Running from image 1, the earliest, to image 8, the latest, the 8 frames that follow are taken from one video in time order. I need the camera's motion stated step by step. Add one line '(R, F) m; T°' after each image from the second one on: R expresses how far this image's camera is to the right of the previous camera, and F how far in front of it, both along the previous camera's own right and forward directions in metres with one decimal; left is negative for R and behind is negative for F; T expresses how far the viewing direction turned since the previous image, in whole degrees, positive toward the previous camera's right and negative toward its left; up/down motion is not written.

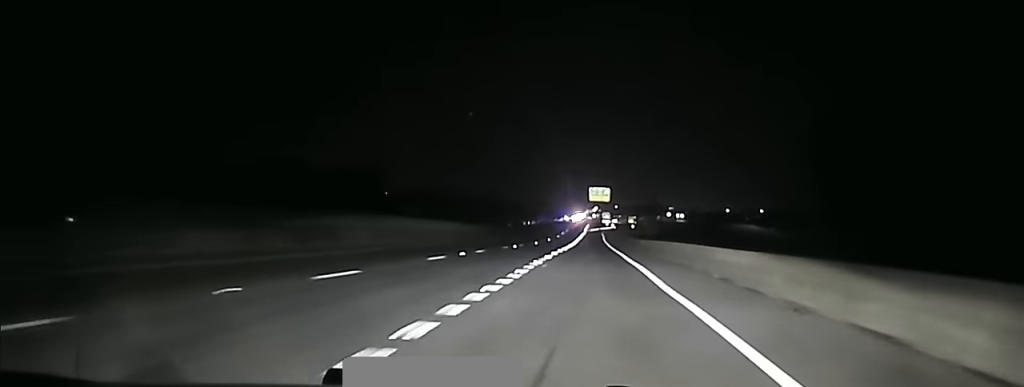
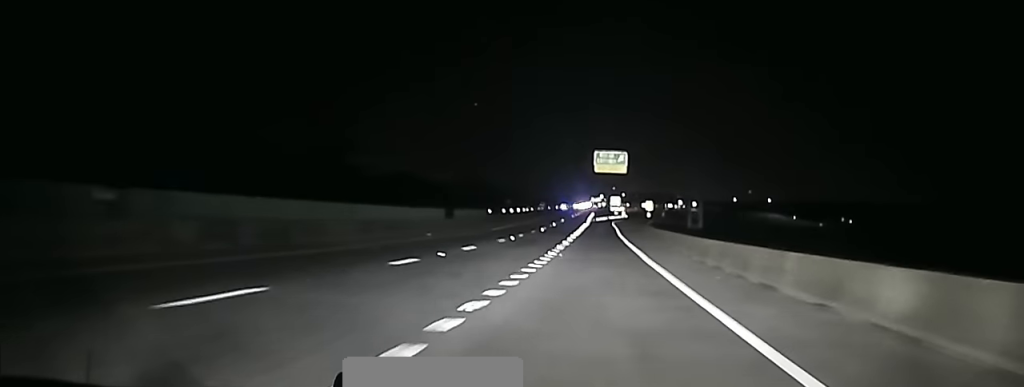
(+0.1, +60.4) m; 0°
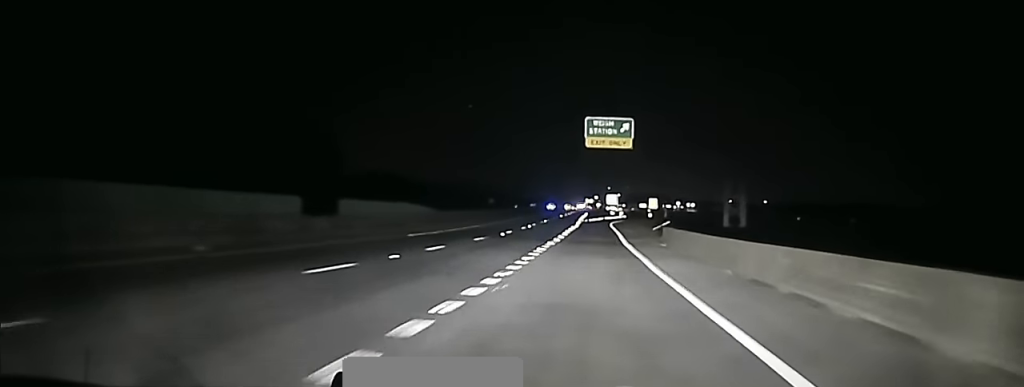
(-0.1, +28.4) m; -1°
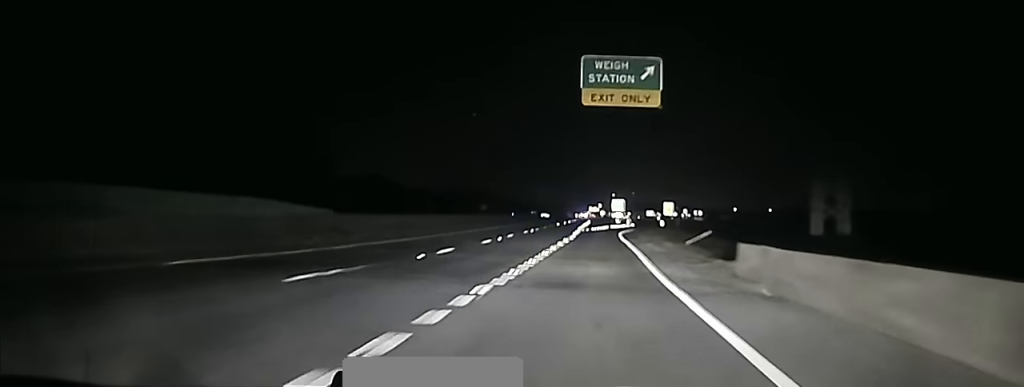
(-0.3, +24.9) m; 0°
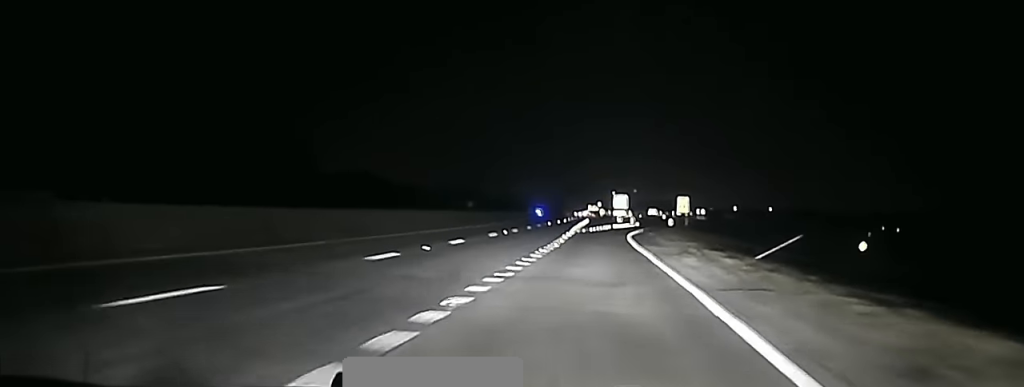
(+0.3, +20.5) m; +1°
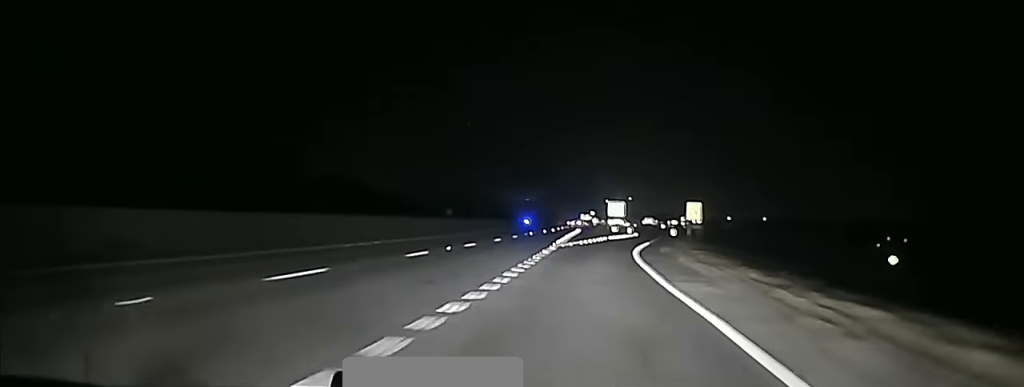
(+0.1, +18.3) m; +1°
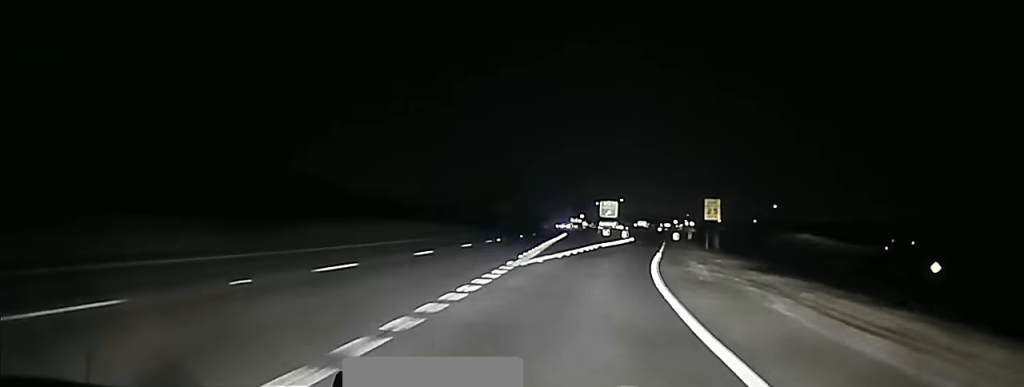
(-0.1, +19.1) m; +1°
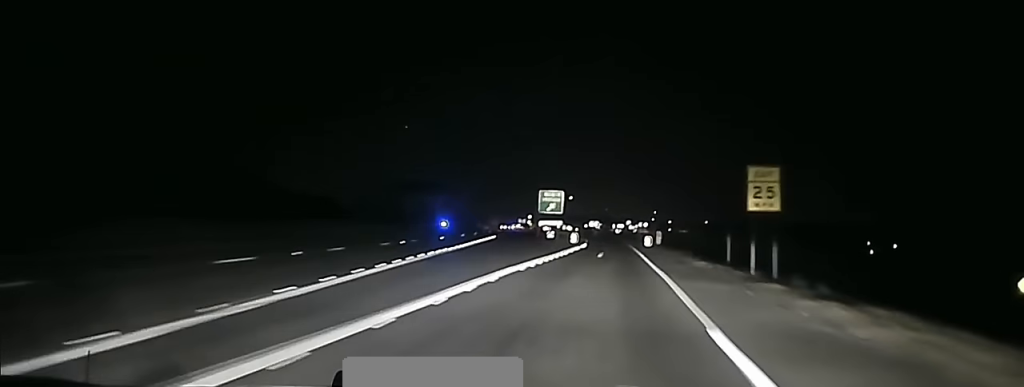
(+1.1, +37.1) m; +2°
